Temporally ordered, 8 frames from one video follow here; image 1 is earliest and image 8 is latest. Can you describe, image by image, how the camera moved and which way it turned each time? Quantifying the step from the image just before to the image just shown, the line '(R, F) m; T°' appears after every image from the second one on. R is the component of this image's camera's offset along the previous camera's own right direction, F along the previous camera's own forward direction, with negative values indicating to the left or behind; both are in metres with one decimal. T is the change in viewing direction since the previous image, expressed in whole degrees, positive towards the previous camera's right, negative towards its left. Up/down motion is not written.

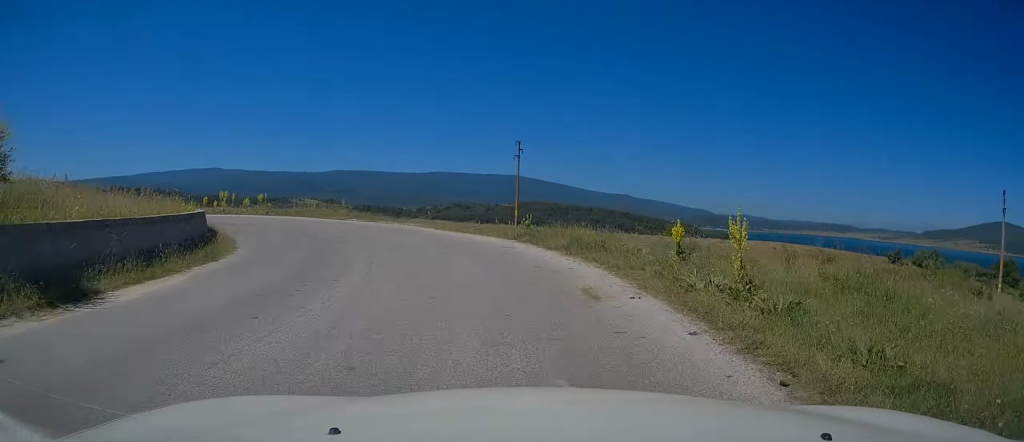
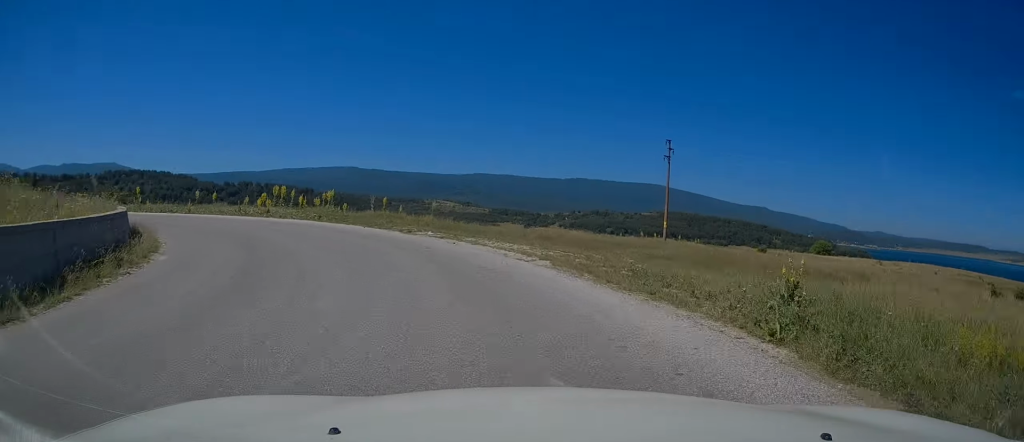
(-0.7, +11.8) m; -13°
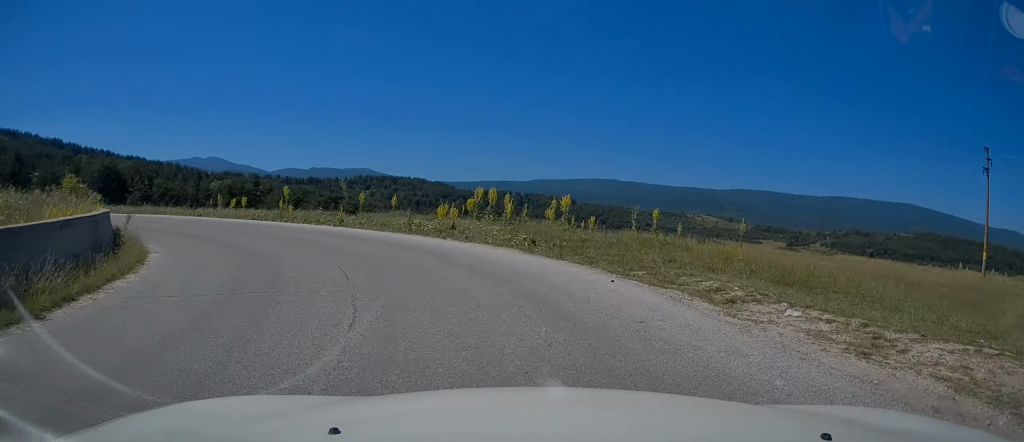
(-2.7, +11.6) m; -26°
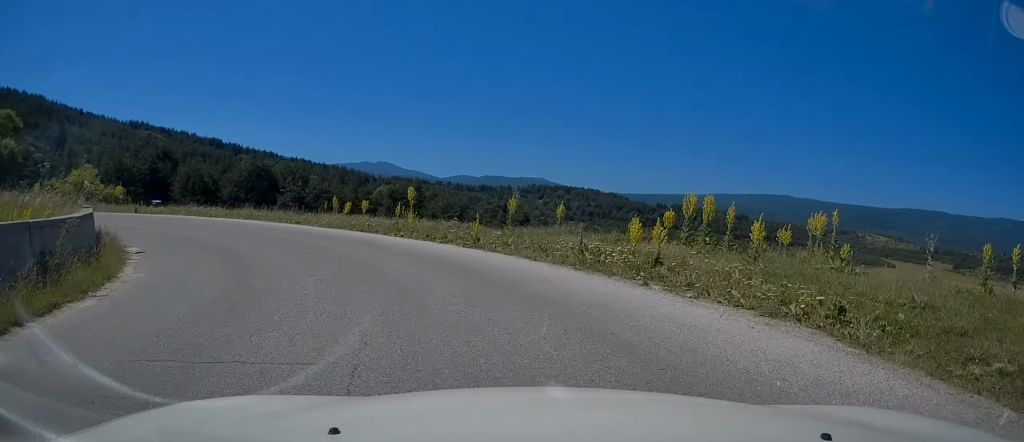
(-0.9, +7.3) m; -17°
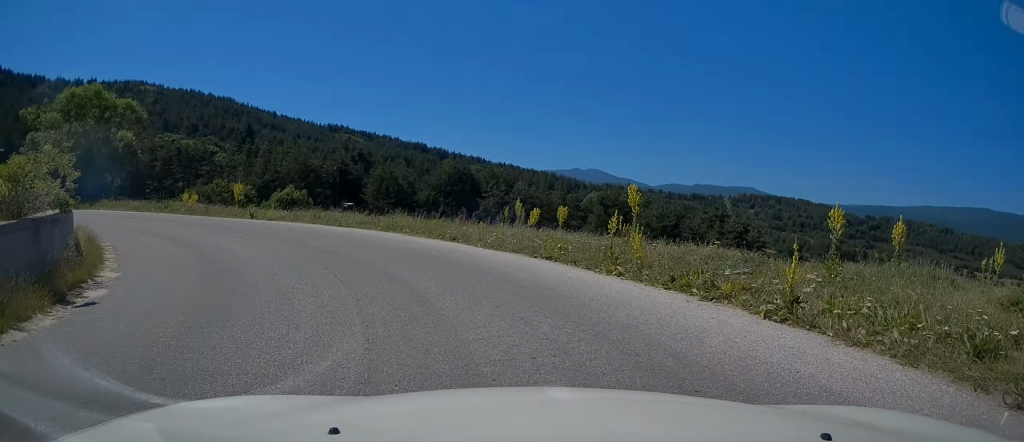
(-1.0, +8.3) m; -18°
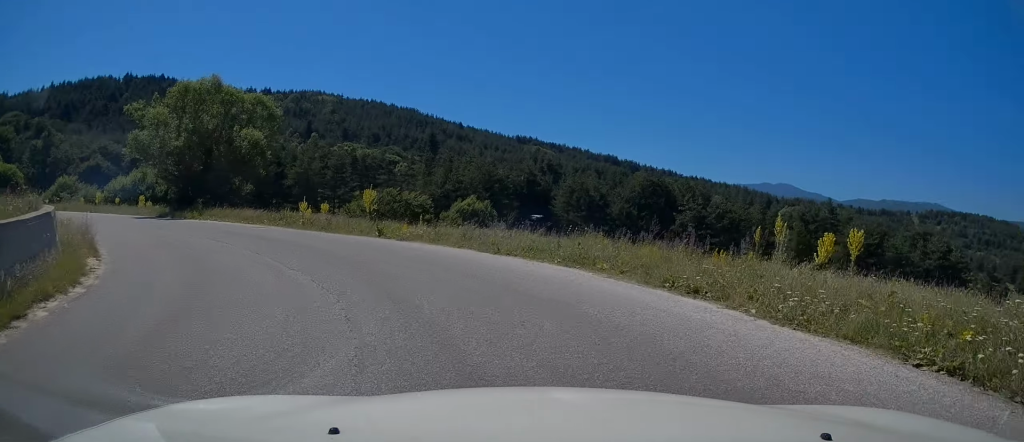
(-1.3, +6.9) m; -17°
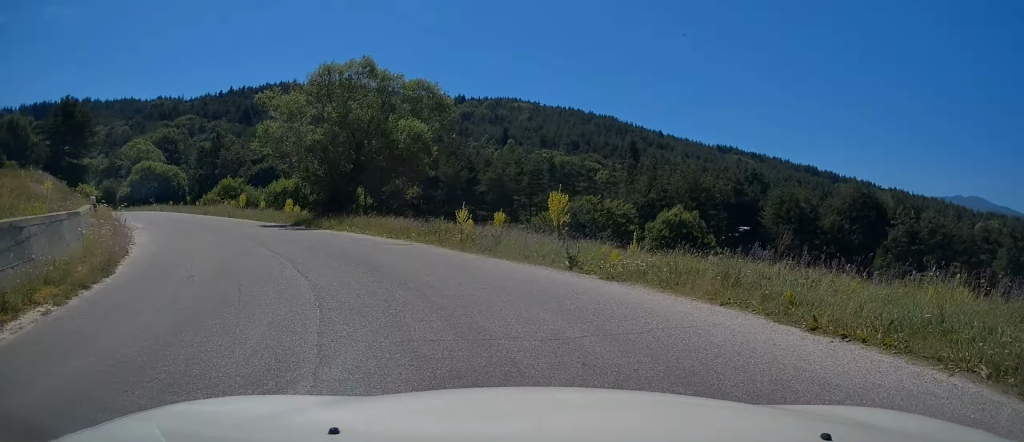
(-1.0, +6.3) m; -15°
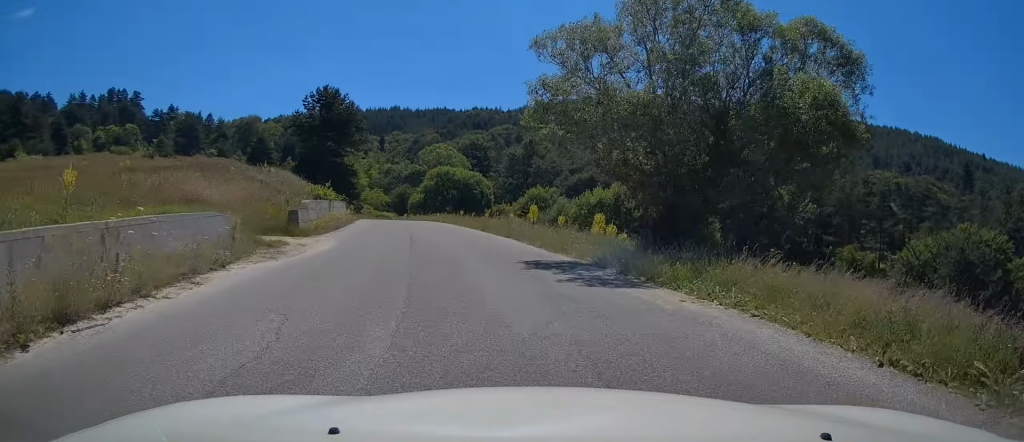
(-3.0, +12.0) m; -23°
